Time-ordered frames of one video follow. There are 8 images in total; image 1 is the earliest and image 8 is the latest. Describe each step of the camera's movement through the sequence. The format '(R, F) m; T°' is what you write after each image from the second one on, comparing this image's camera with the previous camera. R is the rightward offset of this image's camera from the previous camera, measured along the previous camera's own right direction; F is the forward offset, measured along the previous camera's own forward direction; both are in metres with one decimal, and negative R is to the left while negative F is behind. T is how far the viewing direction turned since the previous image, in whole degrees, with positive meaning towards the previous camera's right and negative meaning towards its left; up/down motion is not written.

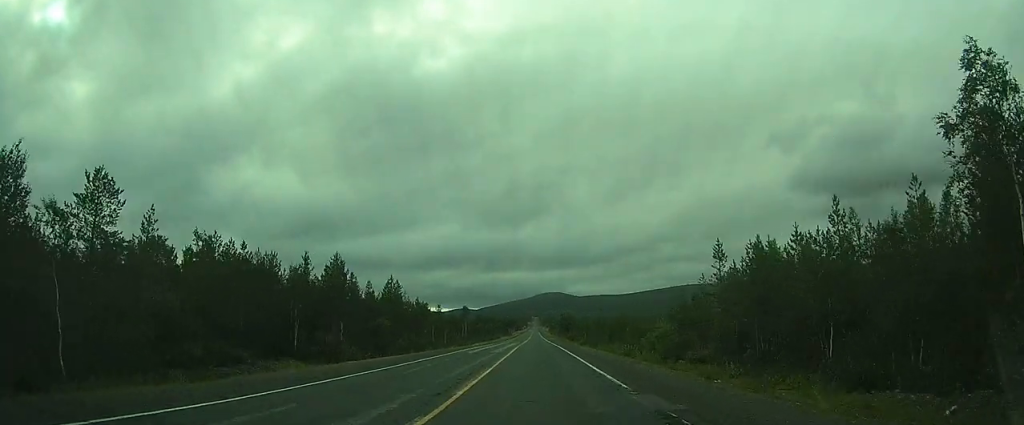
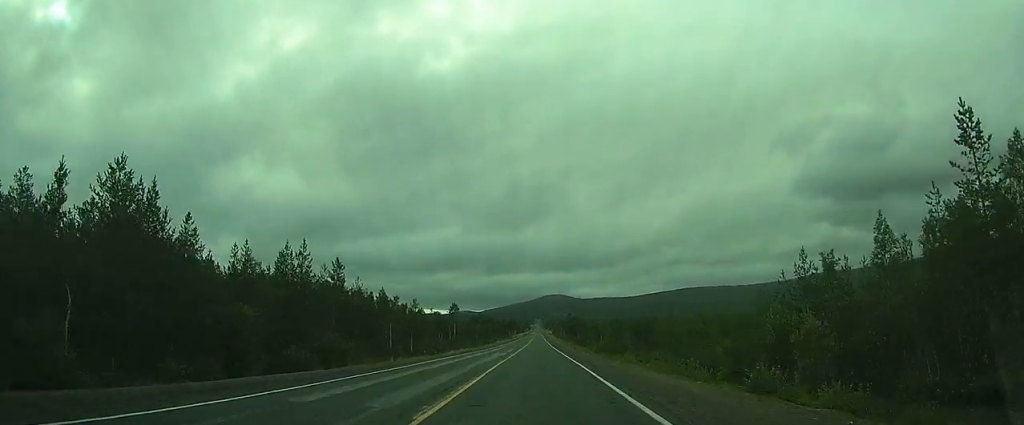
(0.0, +26.4) m; 0°
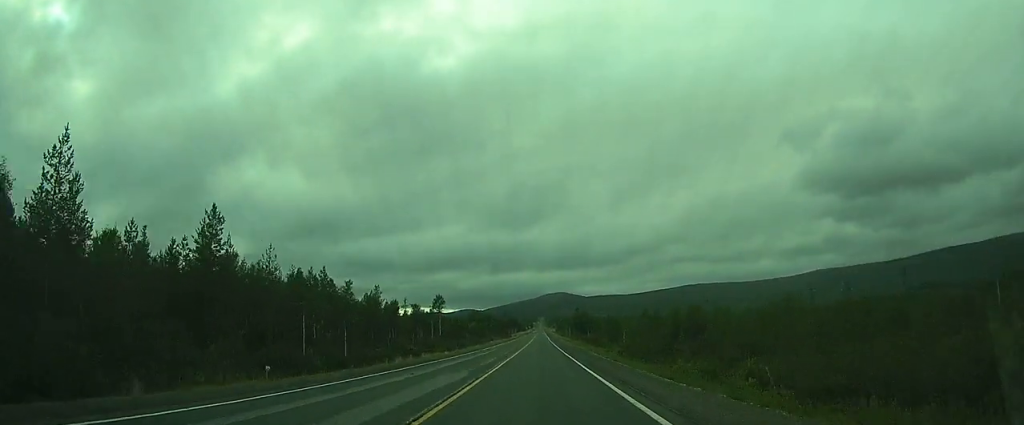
(0.0, +23.9) m; 0°
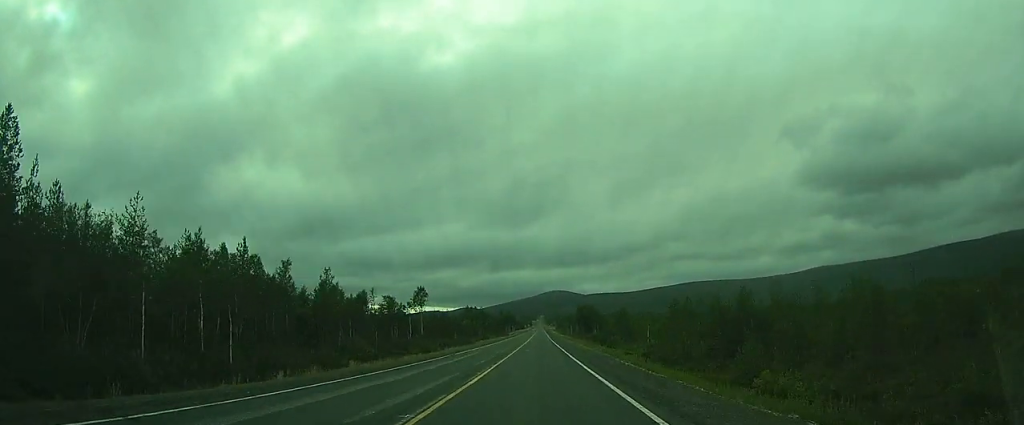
(0.0, +17.0) m; 0°
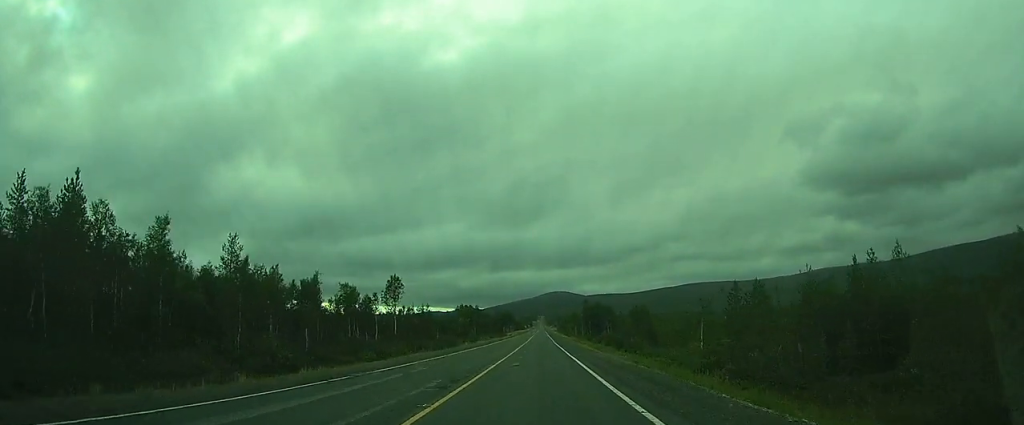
(0.0, +18.5) m; 0°
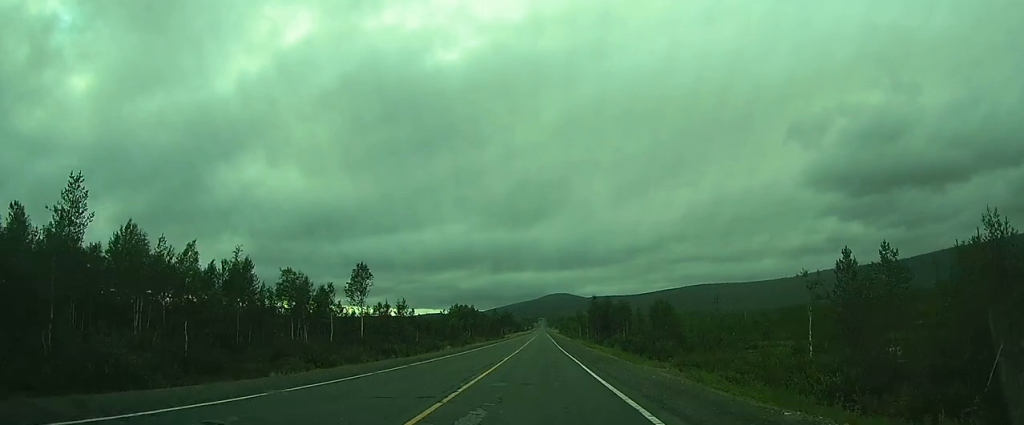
(0.0, +15.3) m; 0°
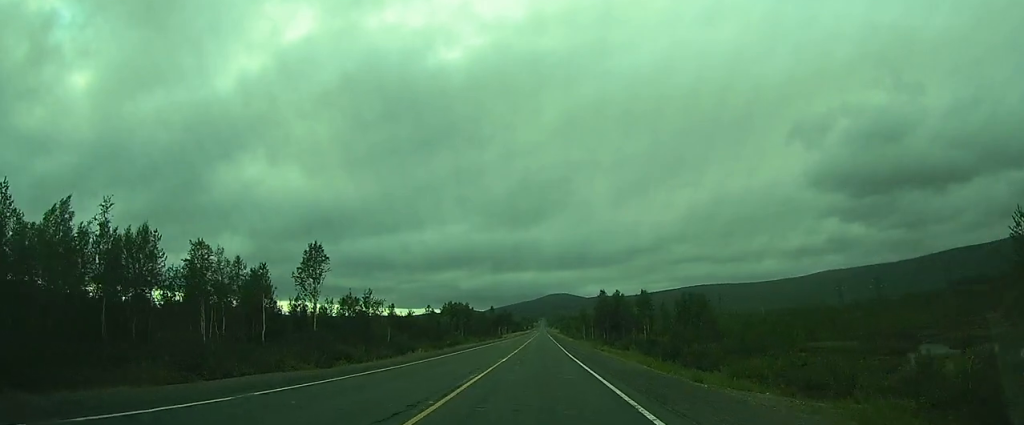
(0.0, +13.8) m; 0°
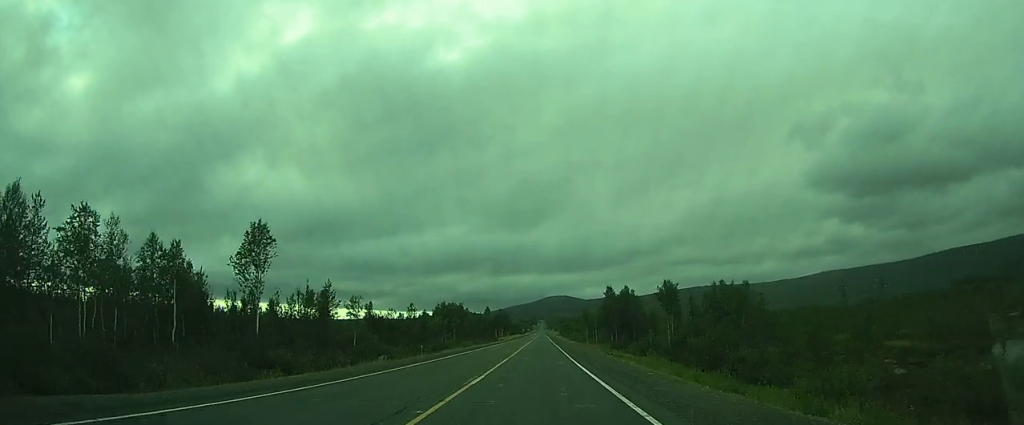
(0.0, +10.7) m; 0°
